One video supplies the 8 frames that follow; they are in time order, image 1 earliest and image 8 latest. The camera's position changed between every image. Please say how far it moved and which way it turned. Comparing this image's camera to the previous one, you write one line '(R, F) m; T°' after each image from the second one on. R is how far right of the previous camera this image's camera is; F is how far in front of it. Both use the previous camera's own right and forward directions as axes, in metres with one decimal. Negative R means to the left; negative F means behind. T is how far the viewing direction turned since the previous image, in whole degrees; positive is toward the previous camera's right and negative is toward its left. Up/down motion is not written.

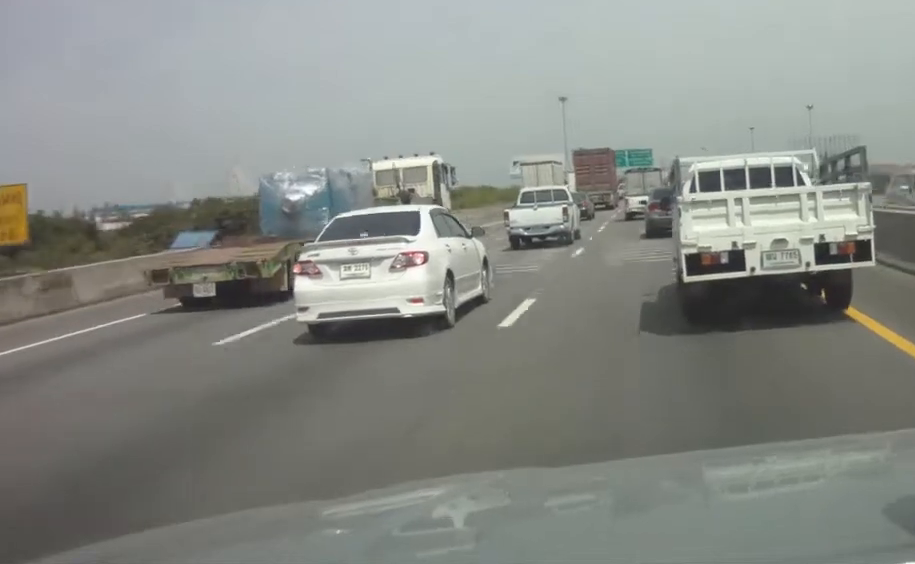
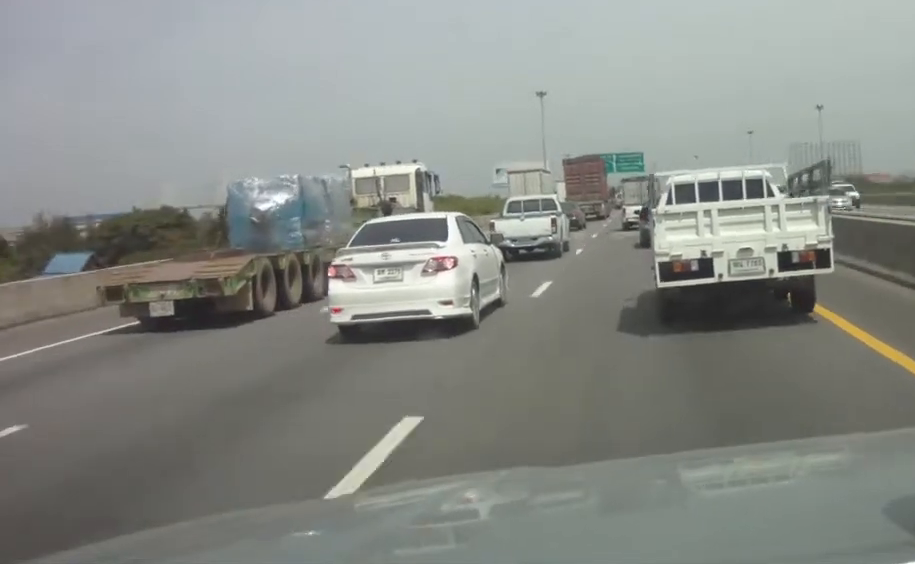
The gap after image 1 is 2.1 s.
(0.0, +33.2) m; 0°
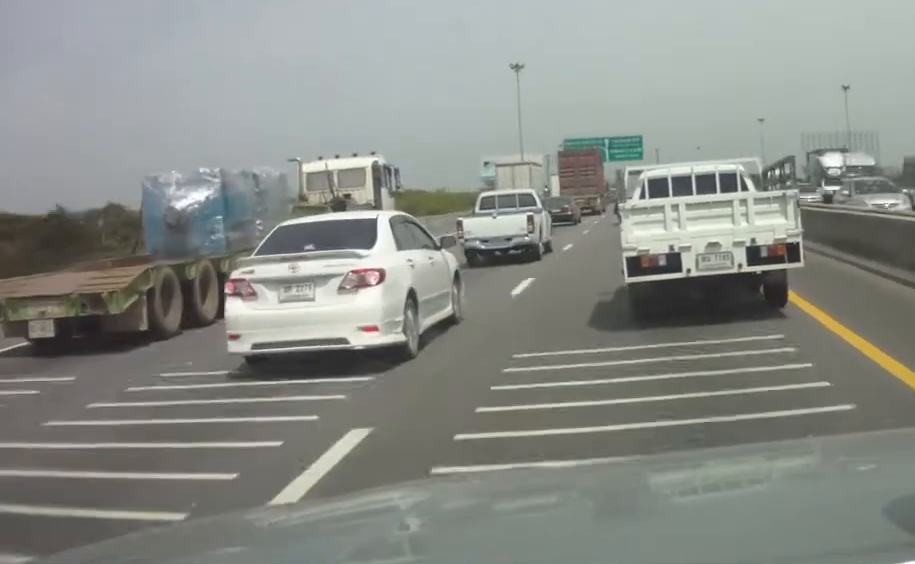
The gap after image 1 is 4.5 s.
(0.0, +36.7) m; 0°
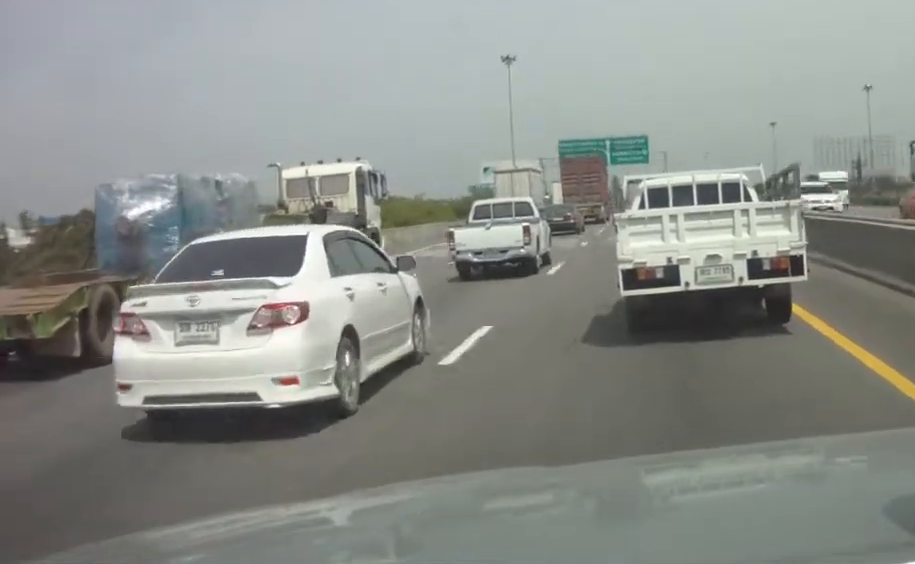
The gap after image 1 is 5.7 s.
(-0.1, +17.6) m; 0°
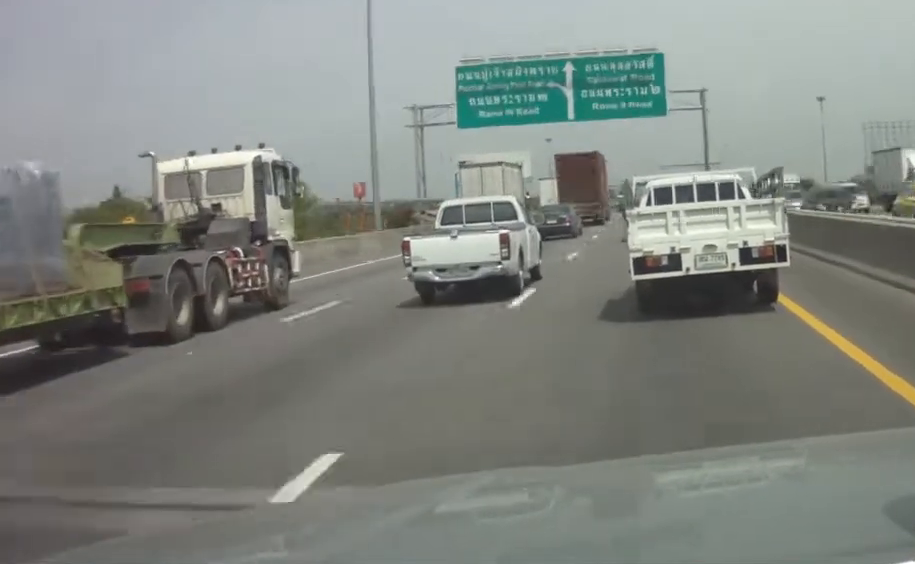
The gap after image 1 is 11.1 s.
(-0.1, +82.5) m; -1°
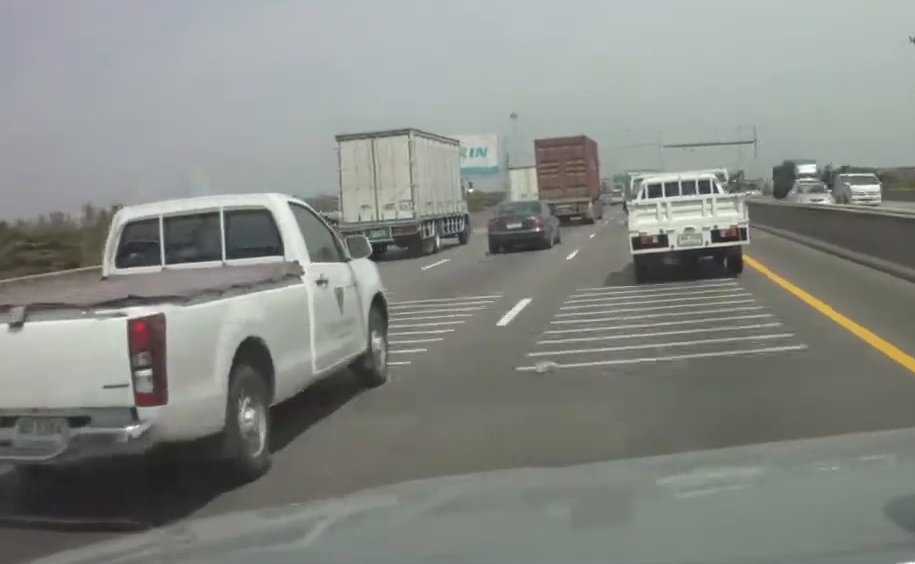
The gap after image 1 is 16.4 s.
(+0.1, +88.9) m; 0°
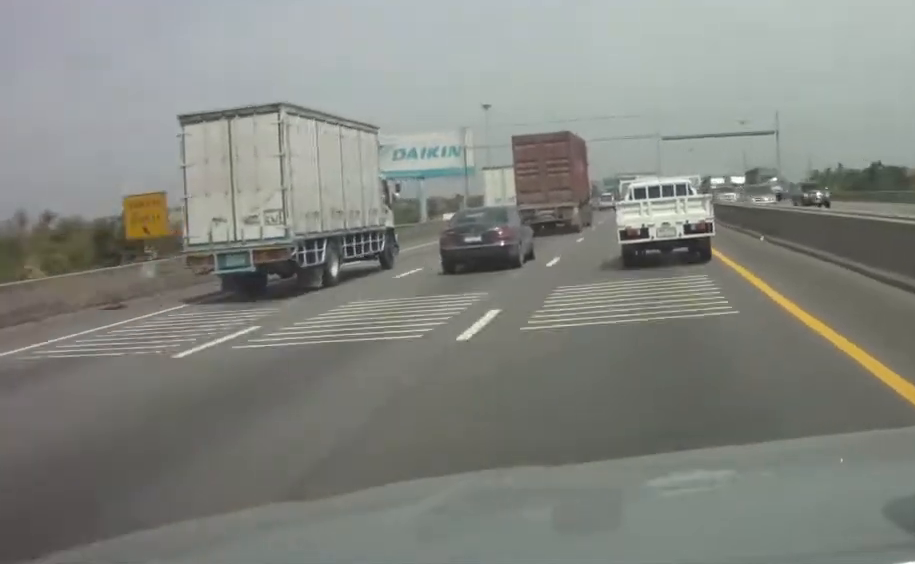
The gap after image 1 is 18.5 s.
(+0.1, +37.5) m; 0°
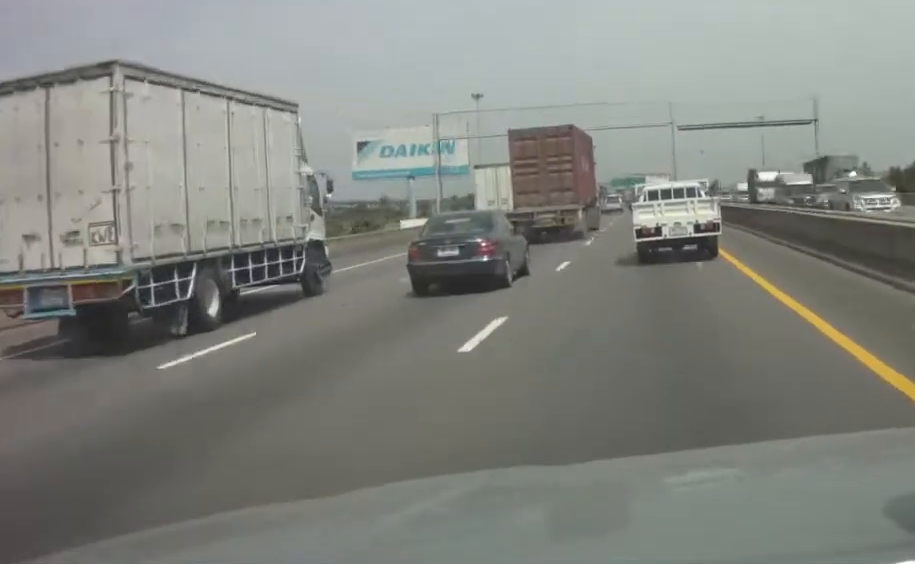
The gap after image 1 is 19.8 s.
(0.0, +25.5) m; 0°
